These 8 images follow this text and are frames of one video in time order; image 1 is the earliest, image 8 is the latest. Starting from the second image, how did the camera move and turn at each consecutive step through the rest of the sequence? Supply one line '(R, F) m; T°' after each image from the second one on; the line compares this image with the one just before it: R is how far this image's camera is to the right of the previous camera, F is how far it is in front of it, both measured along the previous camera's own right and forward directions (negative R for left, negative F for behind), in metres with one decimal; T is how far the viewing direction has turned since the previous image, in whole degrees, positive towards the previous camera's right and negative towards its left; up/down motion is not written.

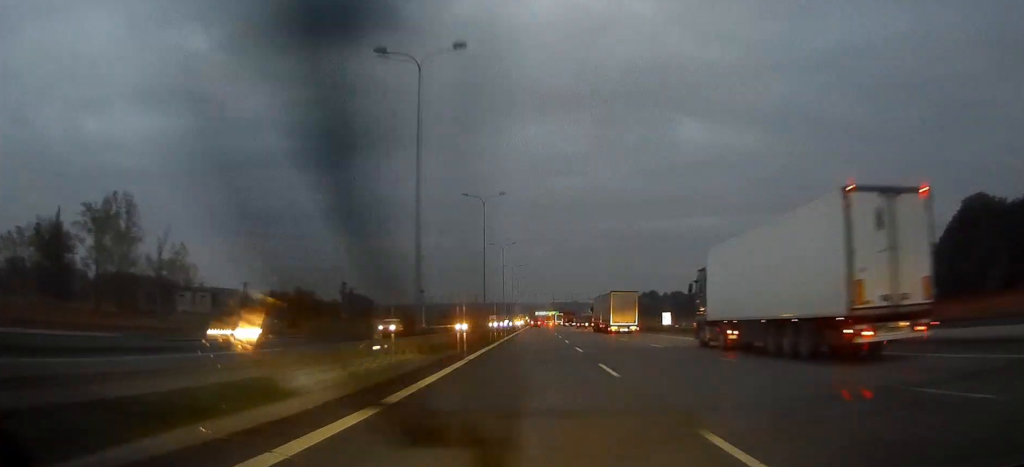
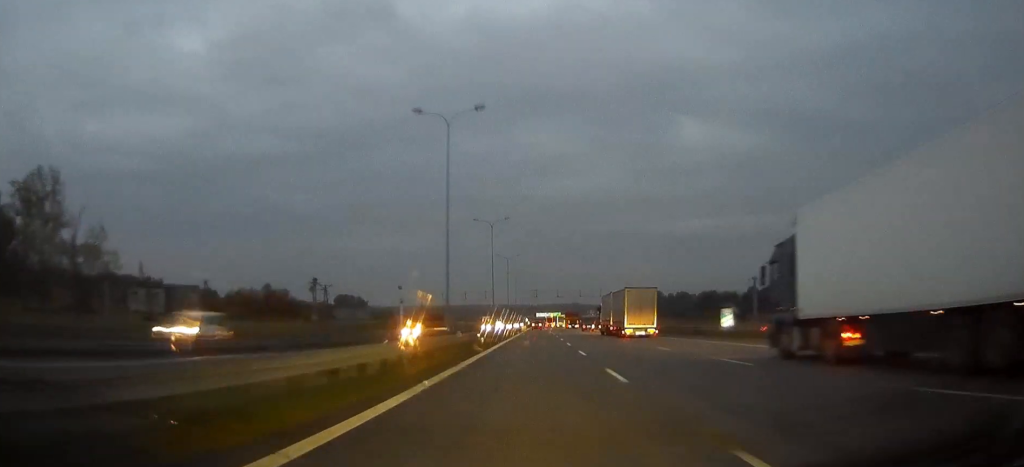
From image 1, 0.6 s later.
(-0.2, +25.4) m; +1°
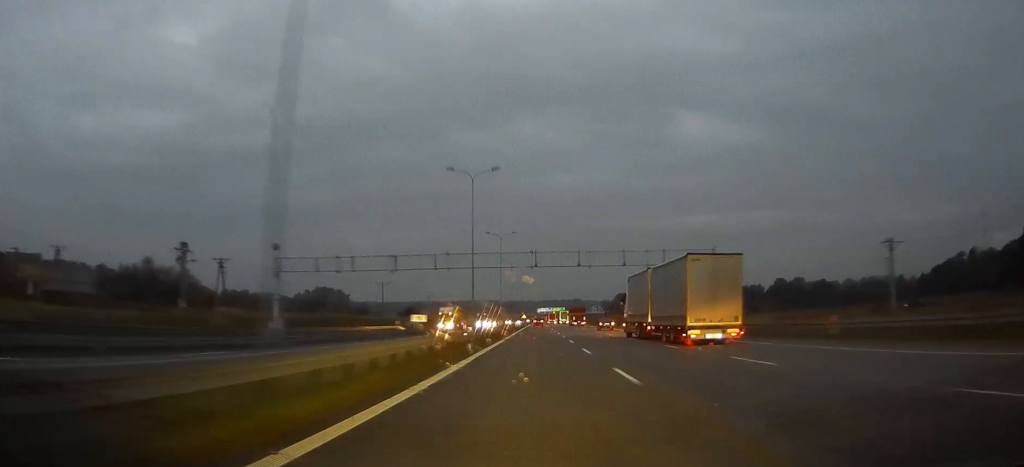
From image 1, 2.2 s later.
(+1.6, +57.9) m; 0°
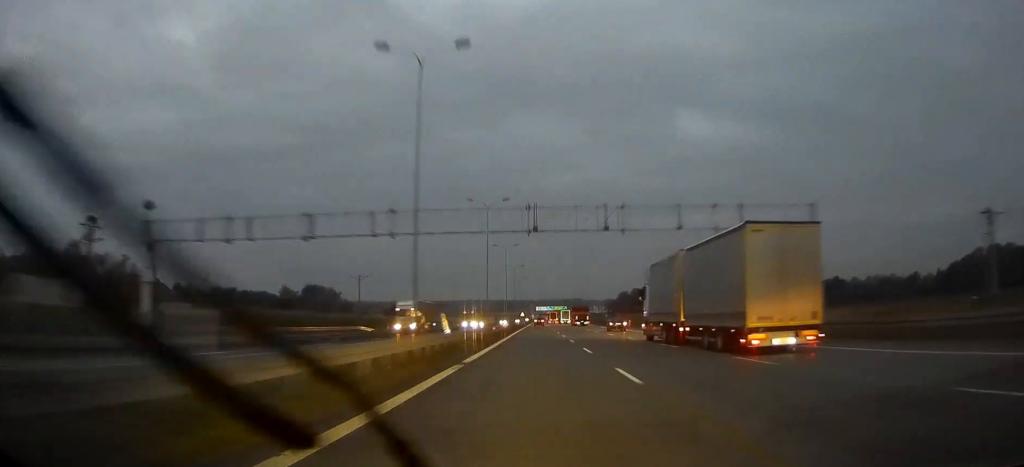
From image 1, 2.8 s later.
(-0.2, +23.1) m; 0°
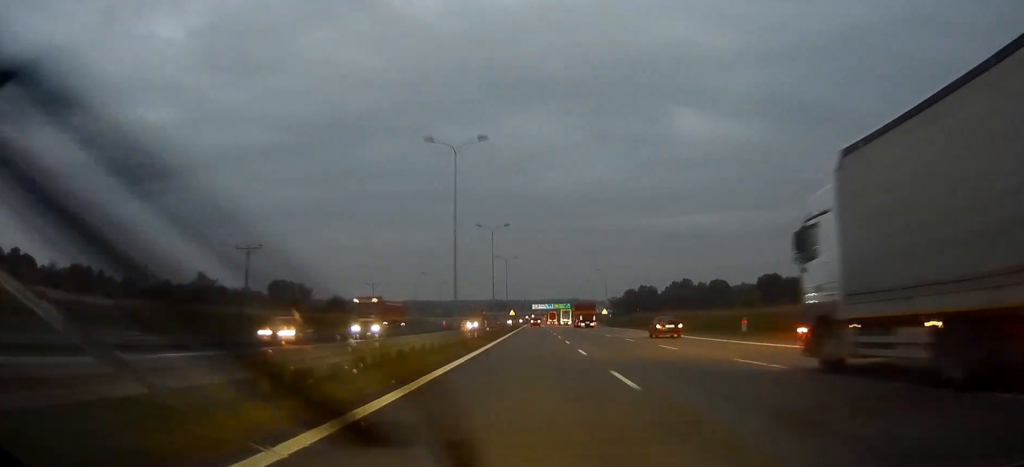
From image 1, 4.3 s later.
(+0.1, +61.4) m; 0°
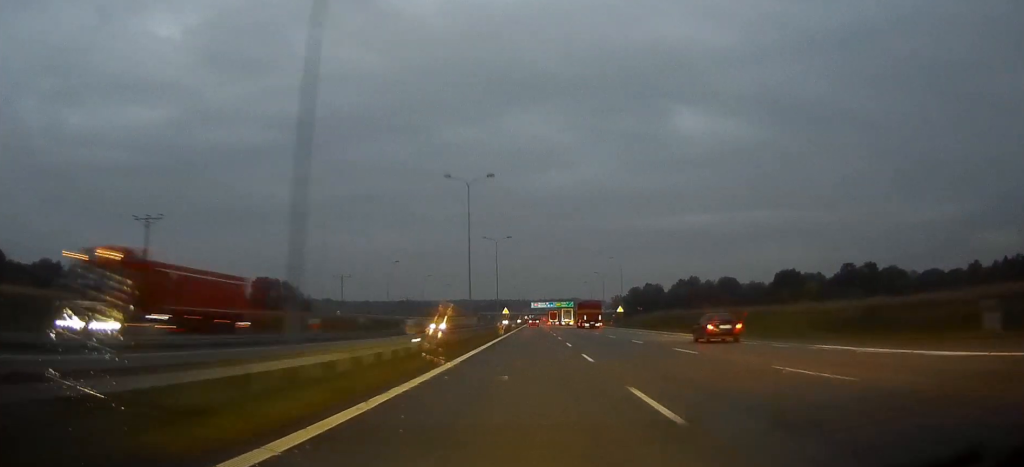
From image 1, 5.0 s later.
(0.0, +29.7) m; -1°
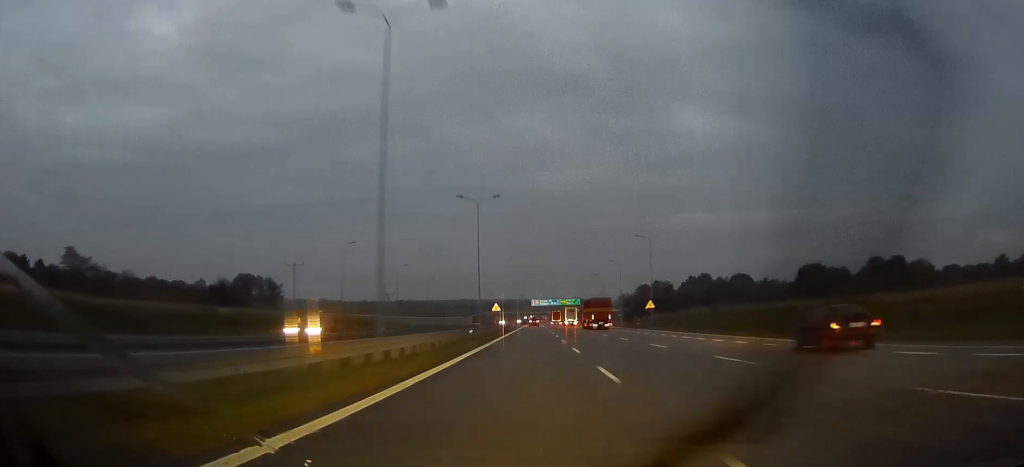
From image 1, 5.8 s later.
(-0.2, +33.3) m; -1°
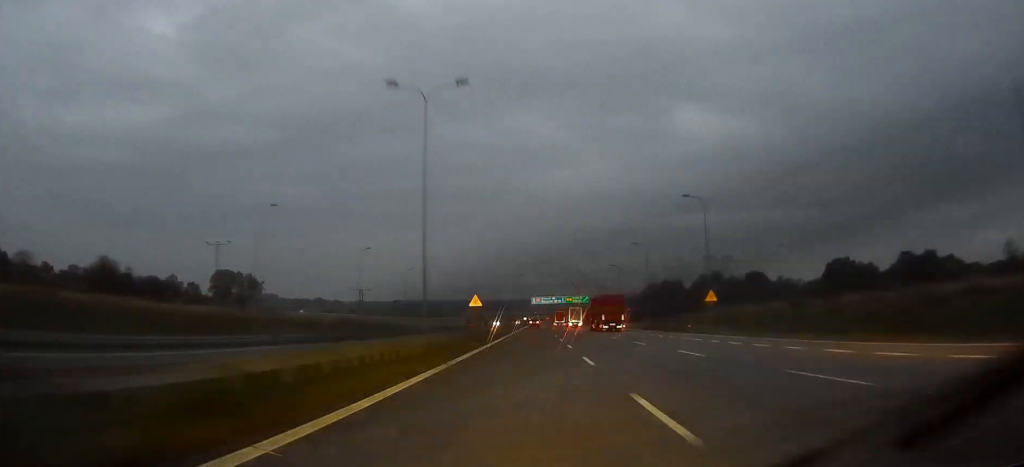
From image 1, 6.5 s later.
(-0.4, +33.8) m; 0°
